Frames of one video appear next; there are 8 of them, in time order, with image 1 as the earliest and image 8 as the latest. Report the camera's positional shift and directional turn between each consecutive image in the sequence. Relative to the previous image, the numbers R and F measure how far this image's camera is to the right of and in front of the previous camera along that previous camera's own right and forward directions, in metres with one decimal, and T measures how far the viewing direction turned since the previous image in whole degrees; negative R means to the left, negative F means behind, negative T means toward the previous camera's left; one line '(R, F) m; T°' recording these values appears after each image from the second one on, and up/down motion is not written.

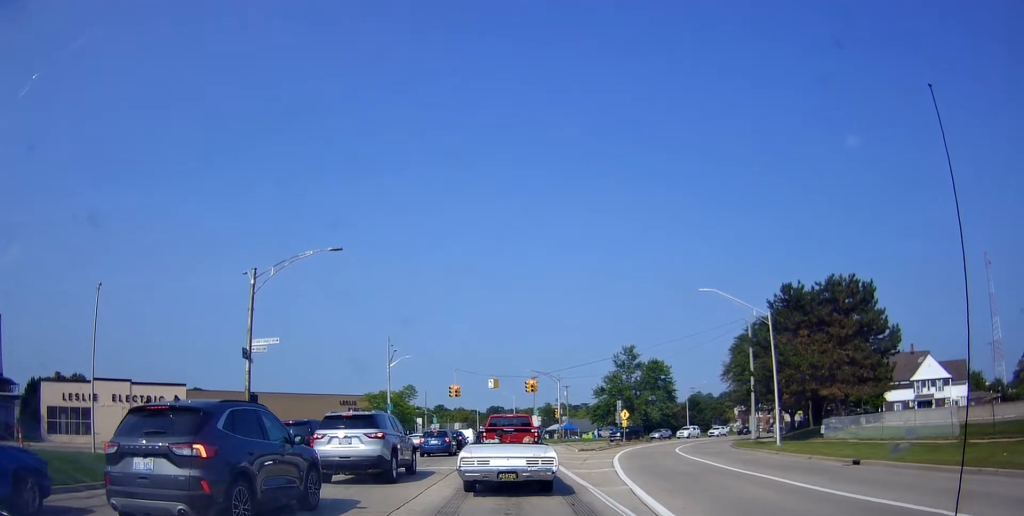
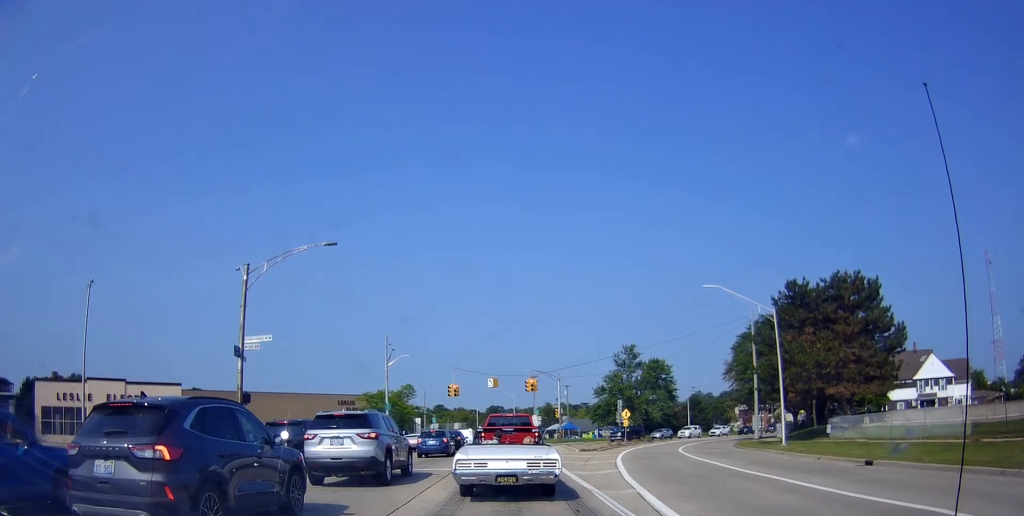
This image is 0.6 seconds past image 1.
(+0.1, +0.7) m; 0°
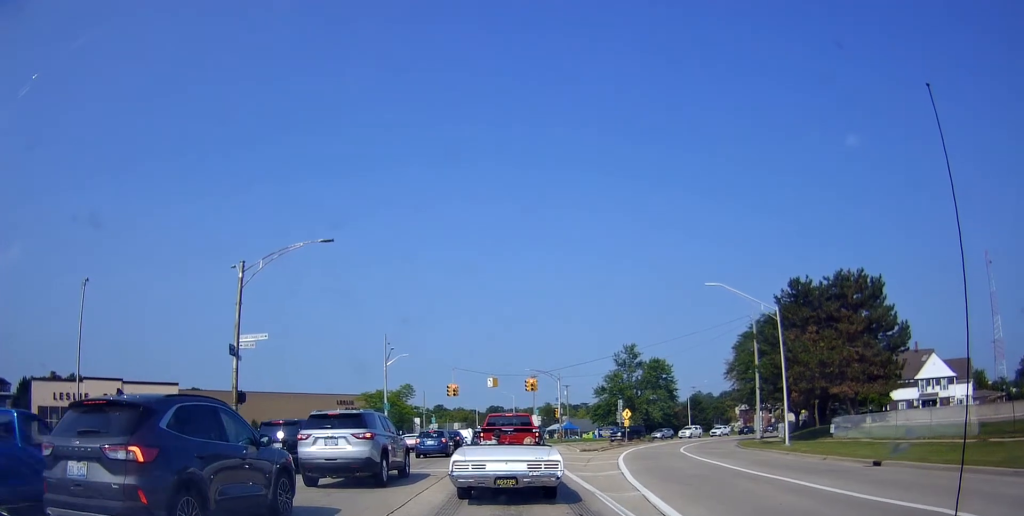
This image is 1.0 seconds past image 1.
(+0.1, +0.5) m; 0°
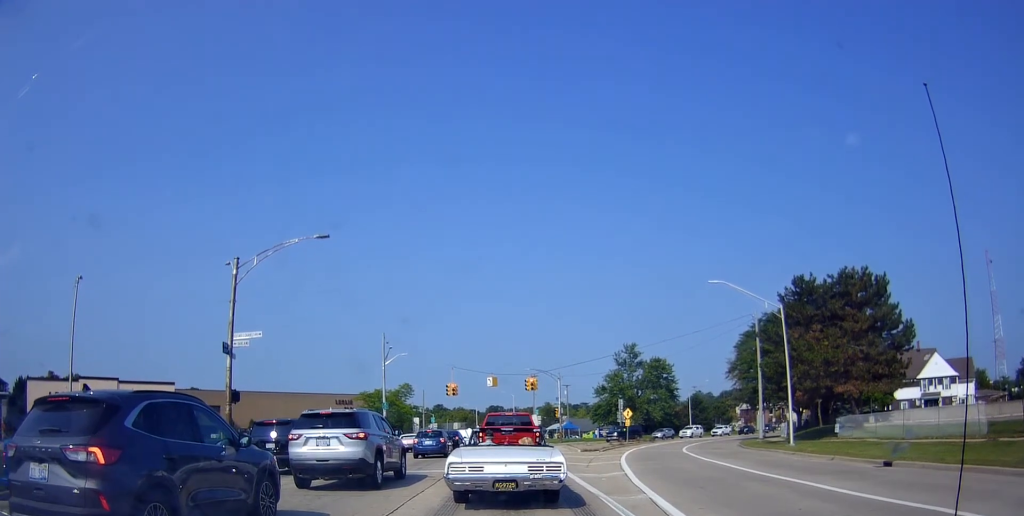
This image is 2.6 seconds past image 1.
(+0.3, +0.7) m; 0°
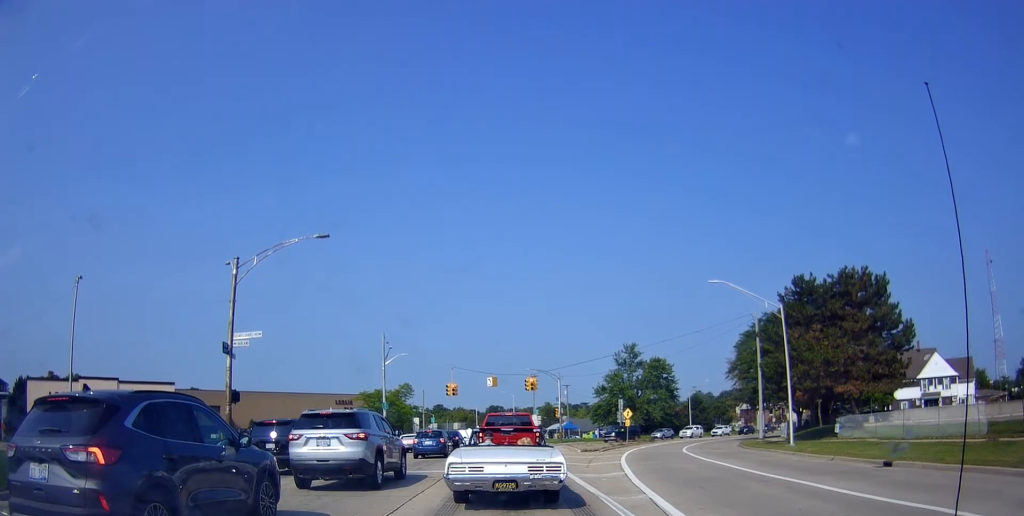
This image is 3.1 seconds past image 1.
(0.0, 0.0) m; 0°
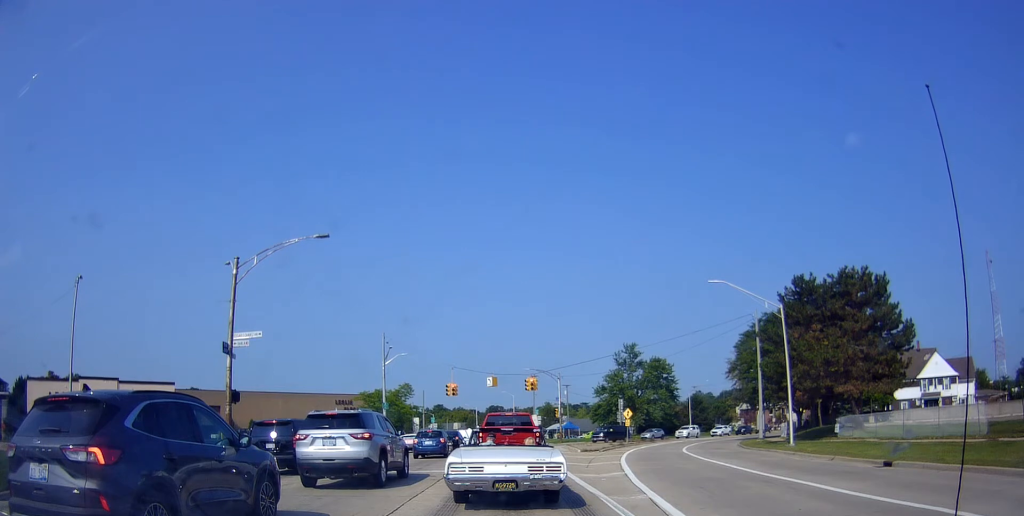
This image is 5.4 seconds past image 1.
(0.0, 0.0) m; 0°
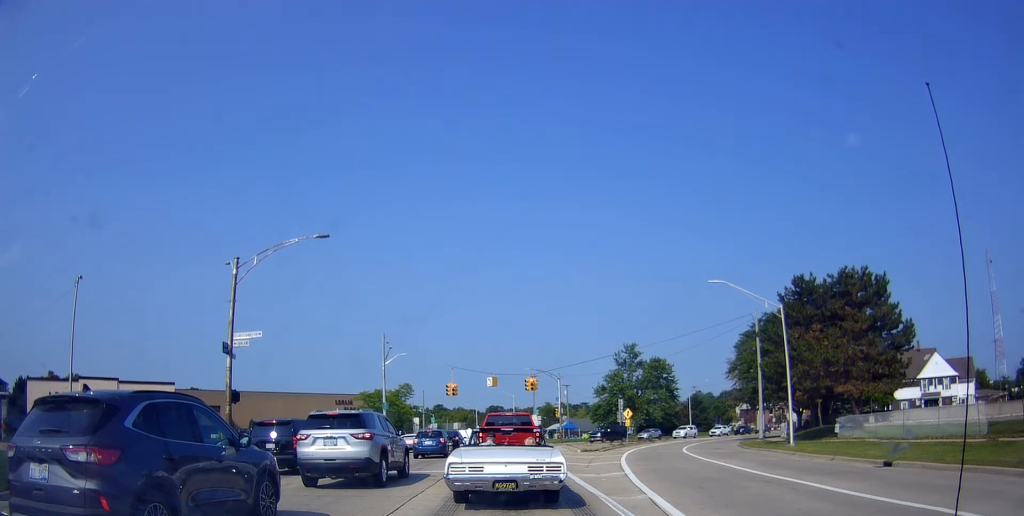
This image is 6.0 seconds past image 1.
(0.0, 0.0) m; 0°
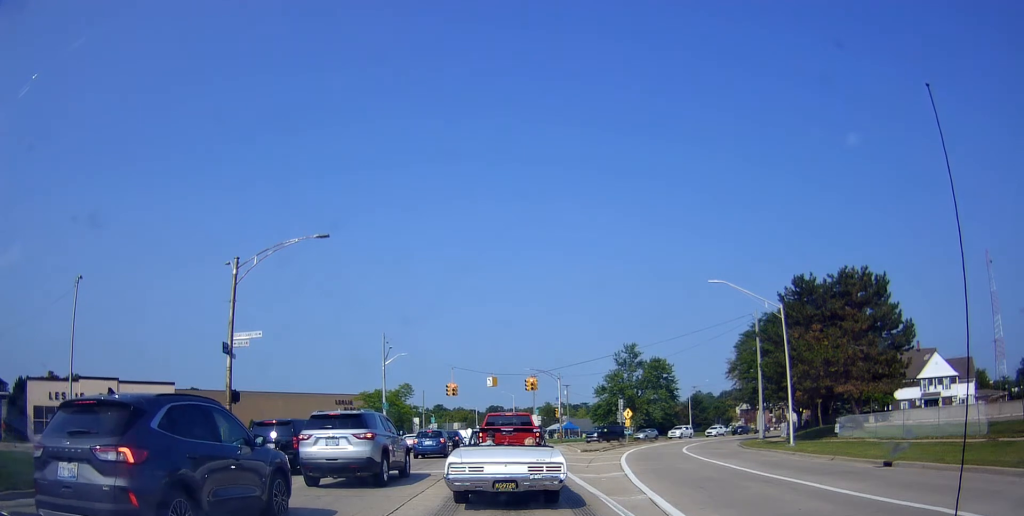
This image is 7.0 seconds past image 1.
(0.0, 0.0) m; 0°
